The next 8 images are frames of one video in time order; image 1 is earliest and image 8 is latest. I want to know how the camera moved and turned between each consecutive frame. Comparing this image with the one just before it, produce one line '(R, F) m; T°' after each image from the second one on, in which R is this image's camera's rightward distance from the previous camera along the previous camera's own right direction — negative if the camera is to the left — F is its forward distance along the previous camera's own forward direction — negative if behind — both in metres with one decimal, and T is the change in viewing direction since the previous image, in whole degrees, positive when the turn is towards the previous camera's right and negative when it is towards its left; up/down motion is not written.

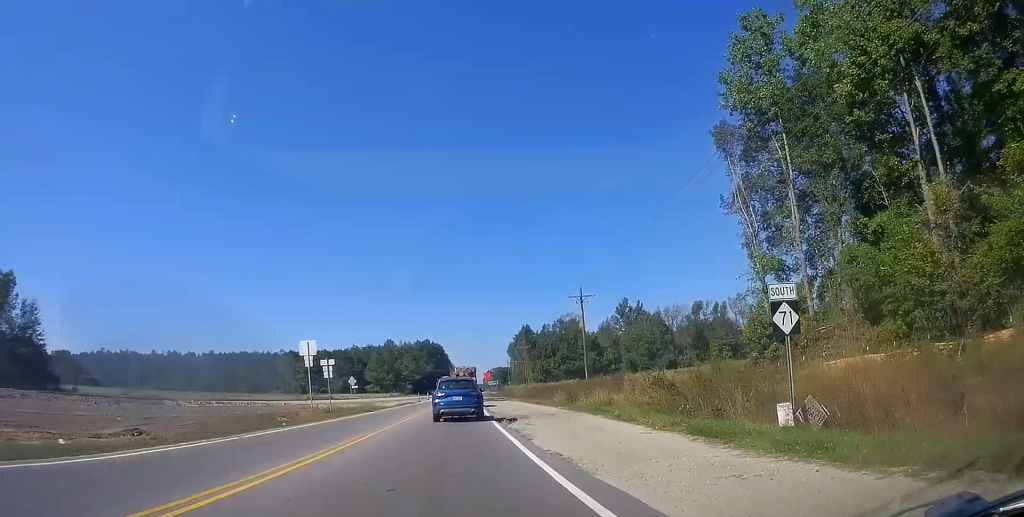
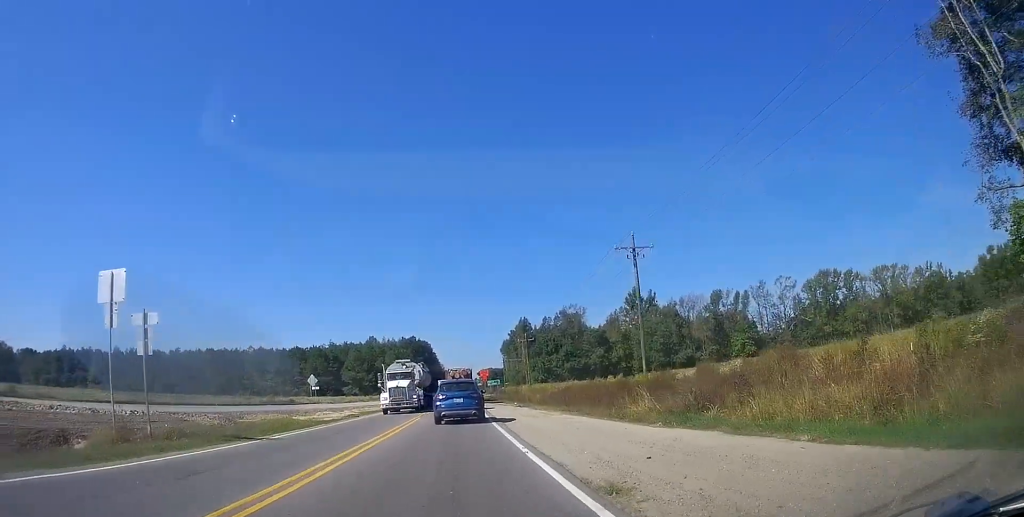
(+0.3, +21.4) m; +1°
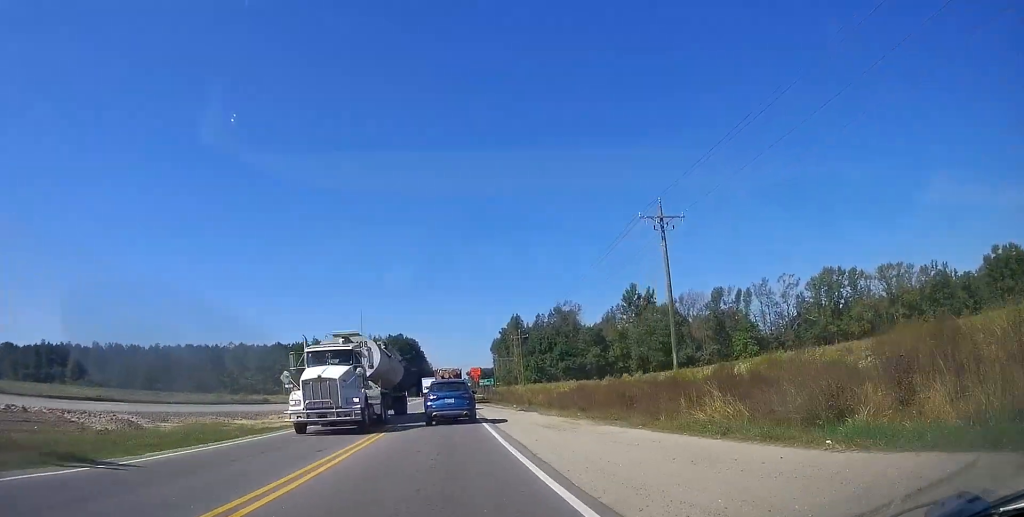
(0.0, +7.7) m; +2°
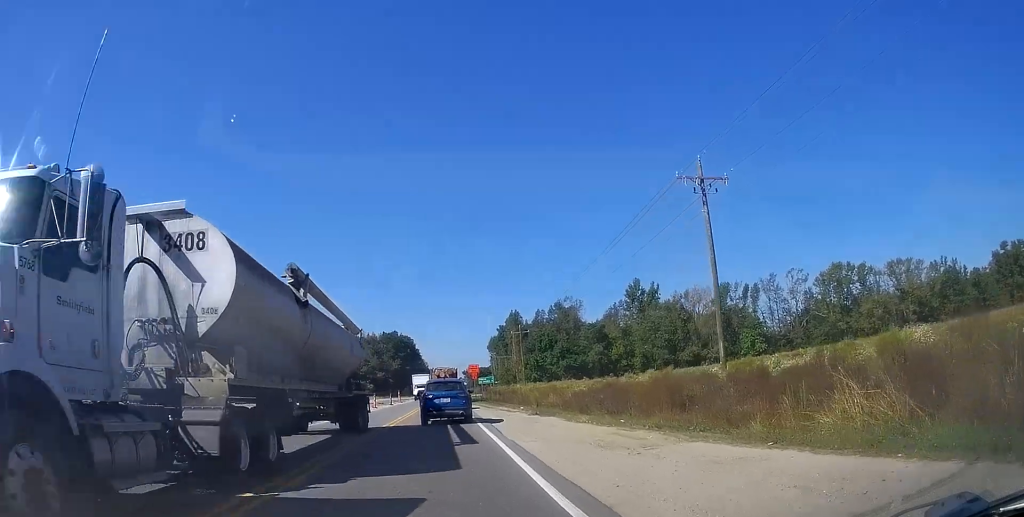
(0.0, +6.4) m; +2°
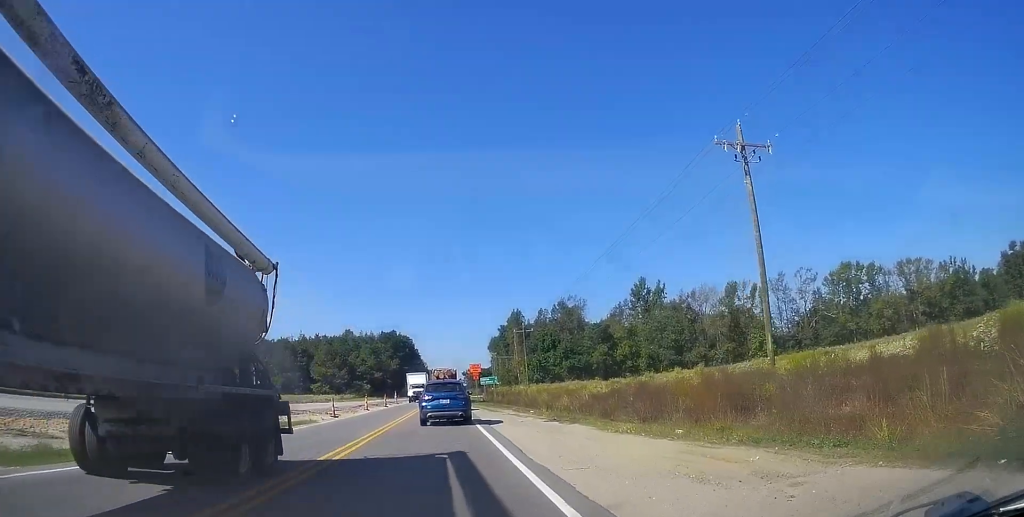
(+0.2, +4.5) m; +1°
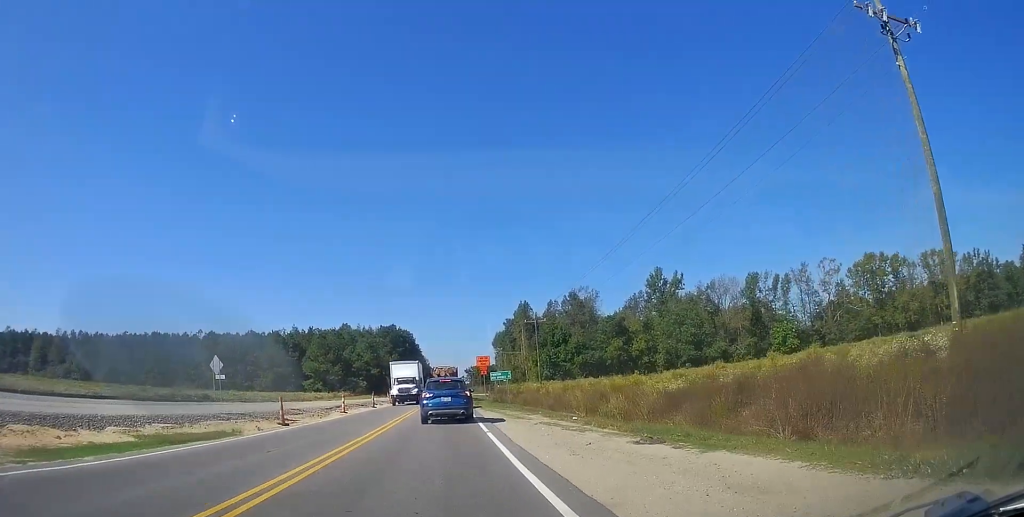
(+0.2, +10.4) m; +1°
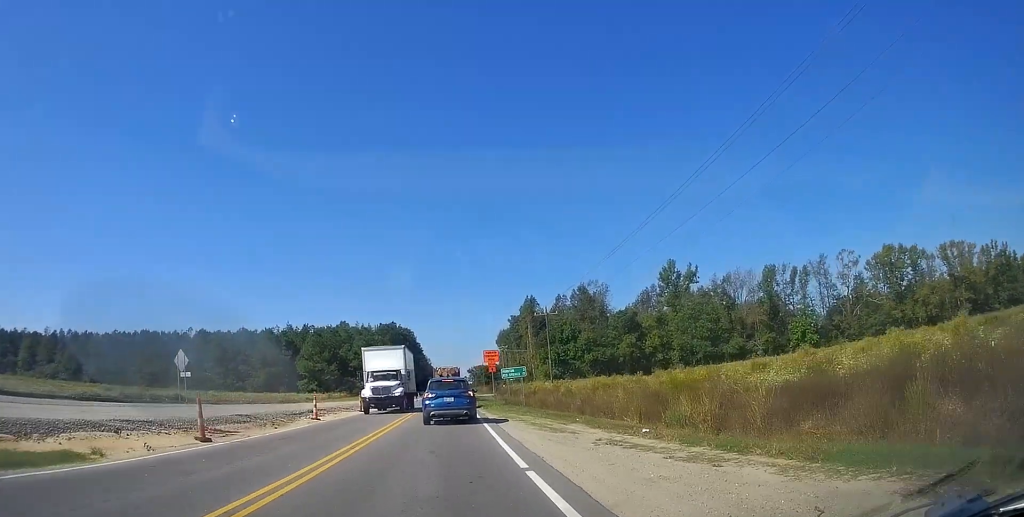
(0.0, +7.8) m; 0°
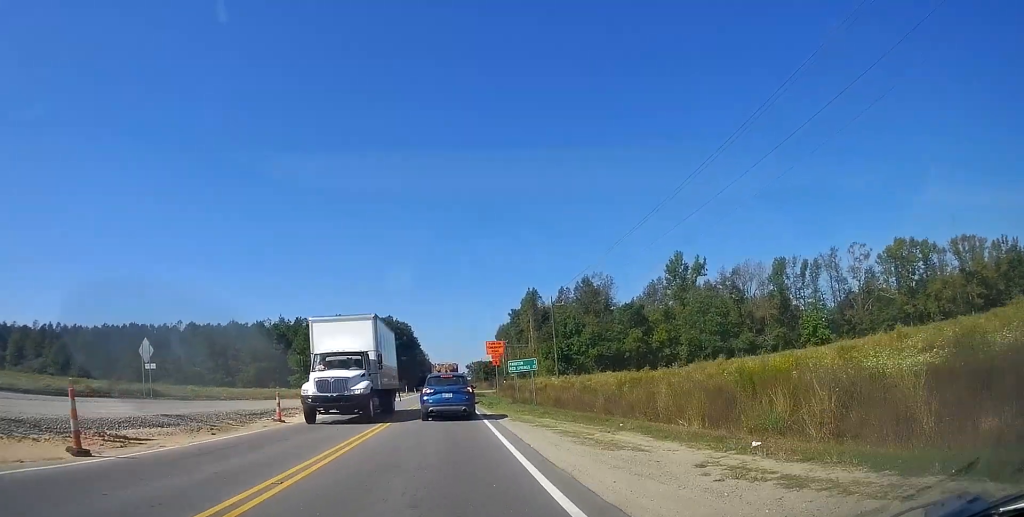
(0.0, +5.6) m; 0°
